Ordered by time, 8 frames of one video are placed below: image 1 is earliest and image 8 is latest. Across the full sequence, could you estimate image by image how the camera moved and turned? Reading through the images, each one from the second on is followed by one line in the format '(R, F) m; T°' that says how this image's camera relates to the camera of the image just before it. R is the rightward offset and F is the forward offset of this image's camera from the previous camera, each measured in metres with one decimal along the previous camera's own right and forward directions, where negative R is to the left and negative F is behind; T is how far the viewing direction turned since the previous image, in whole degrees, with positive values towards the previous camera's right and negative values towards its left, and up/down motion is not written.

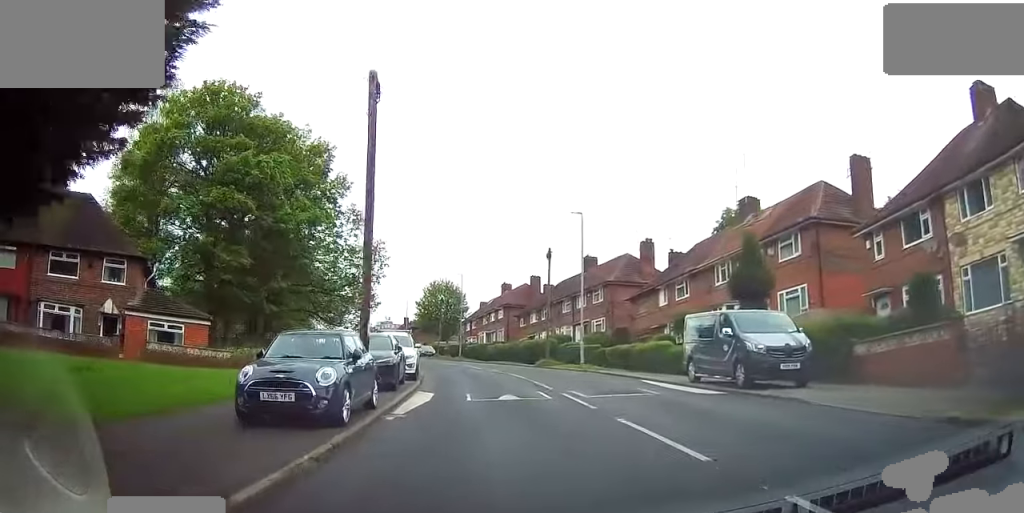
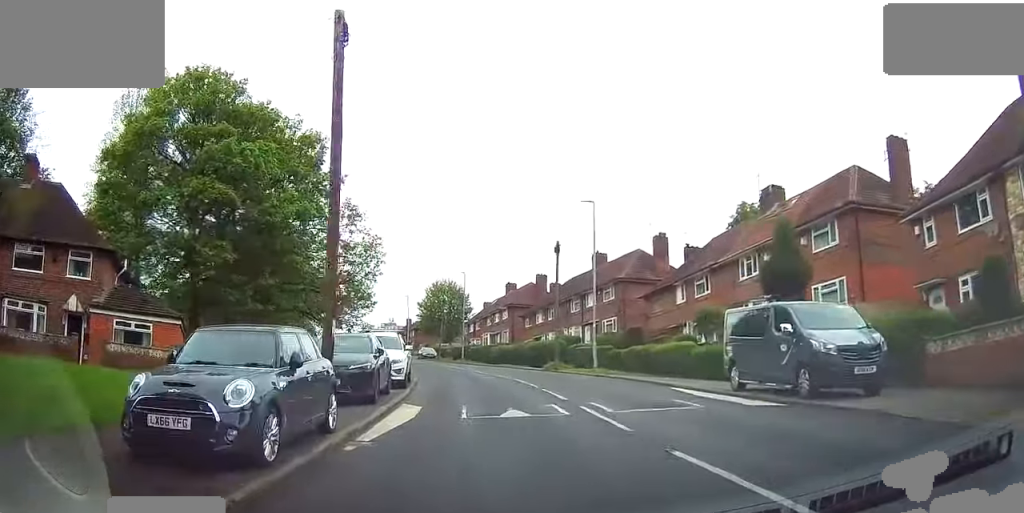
(0.0, +3.4) m; 0°
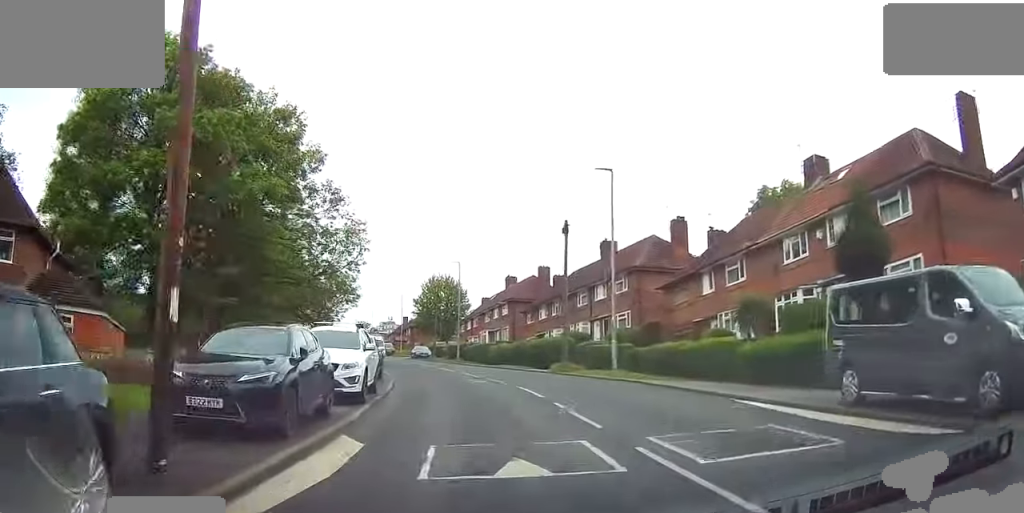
(0.0, +5.8) m; -3°
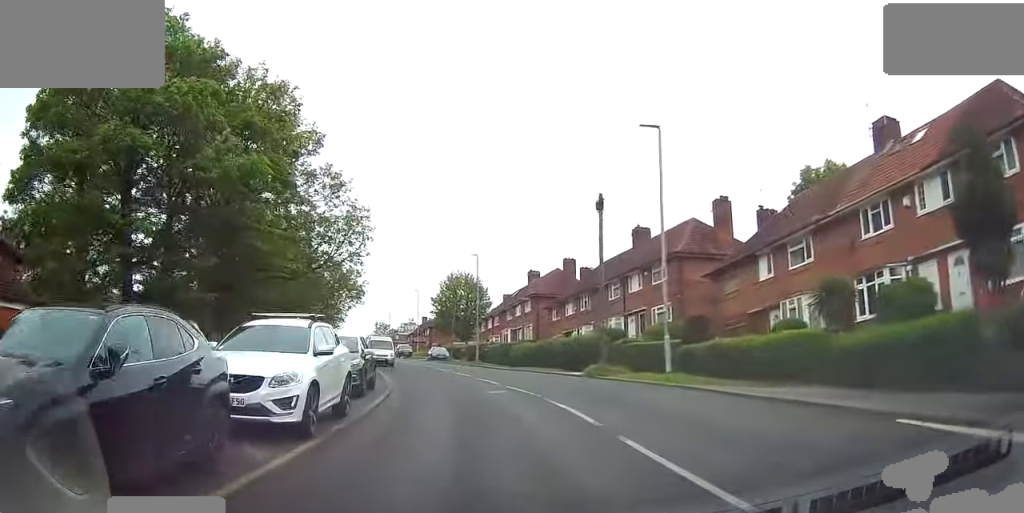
(-0.2, +5.3) m; -1°
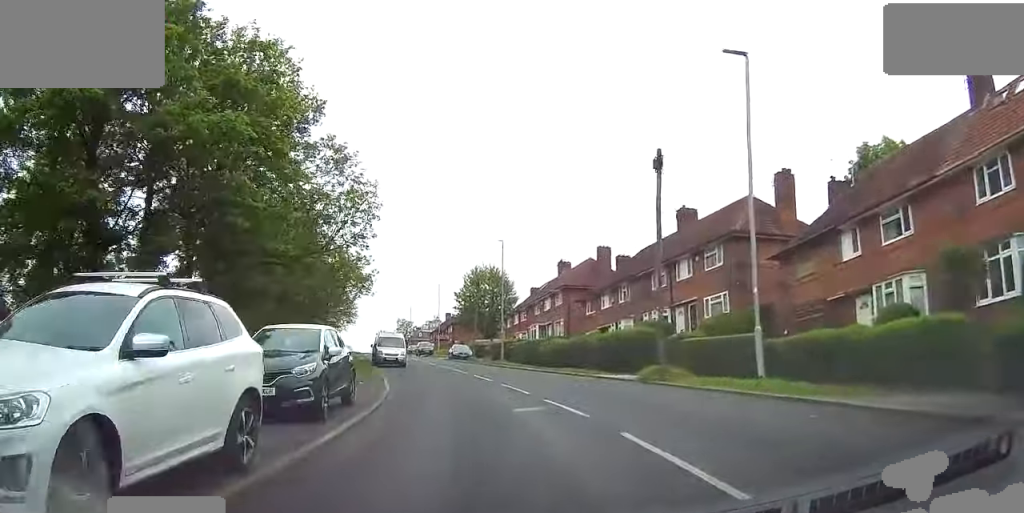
(0.0, +5.7) m; 0°
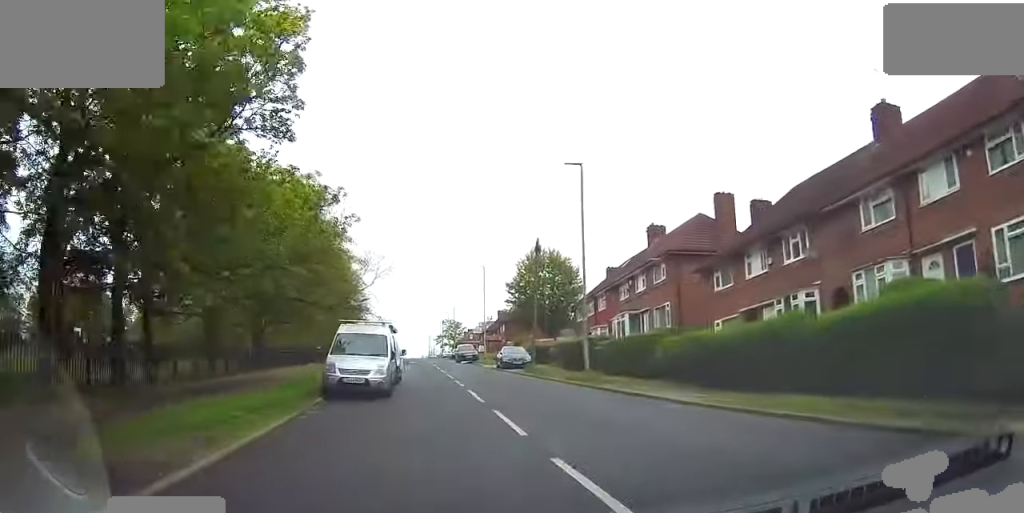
(-1.5, +19.5) m; -15°
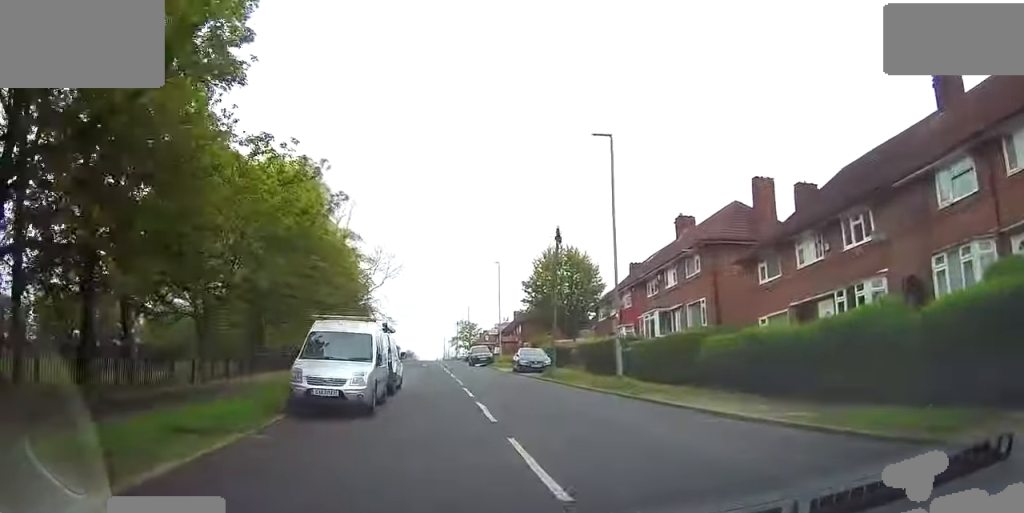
(-0.1, +3.7) m; -6°
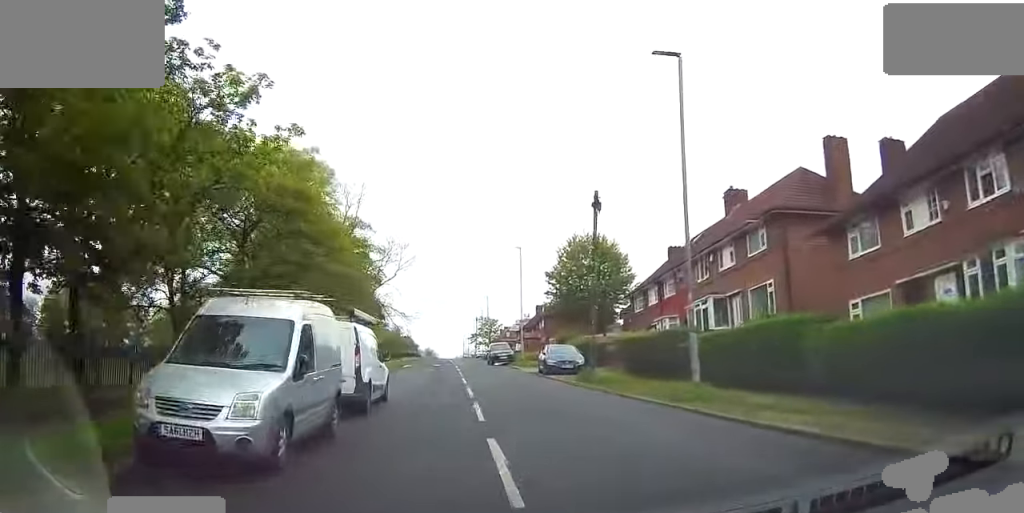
(-0.5, +6.1) m; 0°
